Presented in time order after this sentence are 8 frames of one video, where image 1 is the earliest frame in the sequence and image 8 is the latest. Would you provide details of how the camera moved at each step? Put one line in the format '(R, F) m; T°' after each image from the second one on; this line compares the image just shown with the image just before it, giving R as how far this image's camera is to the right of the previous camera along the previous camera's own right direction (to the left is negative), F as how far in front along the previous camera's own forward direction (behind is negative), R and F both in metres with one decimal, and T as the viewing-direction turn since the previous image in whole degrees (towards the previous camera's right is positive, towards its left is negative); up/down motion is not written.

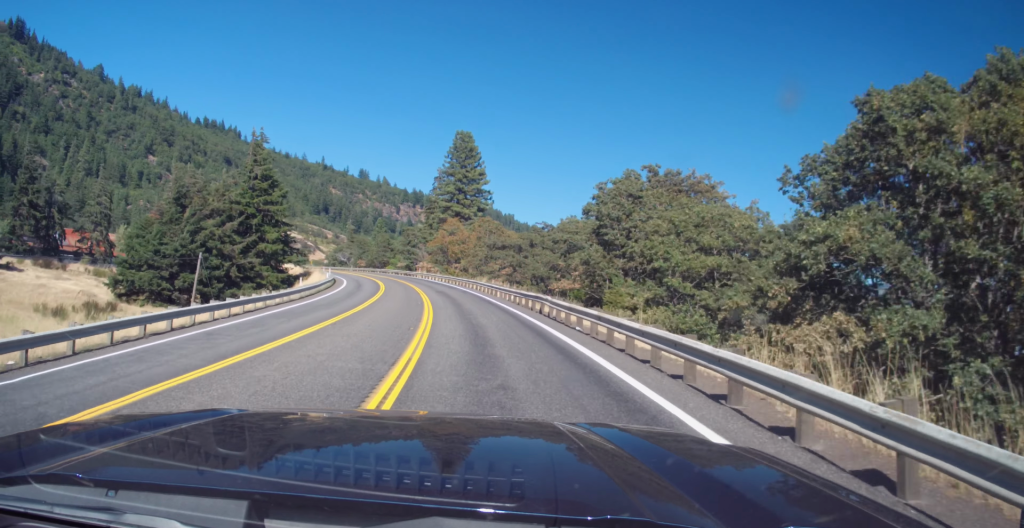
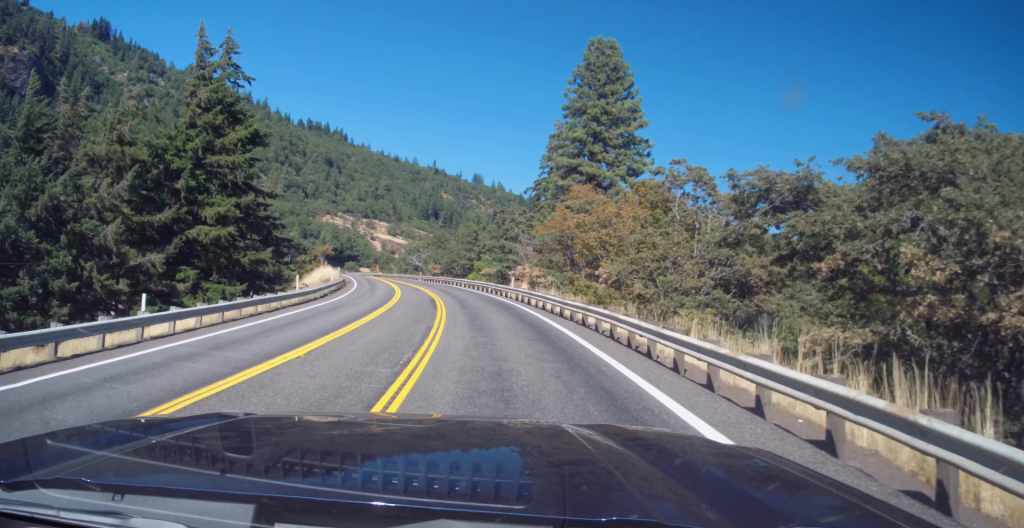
(-10.6, +43.6) m; -20°
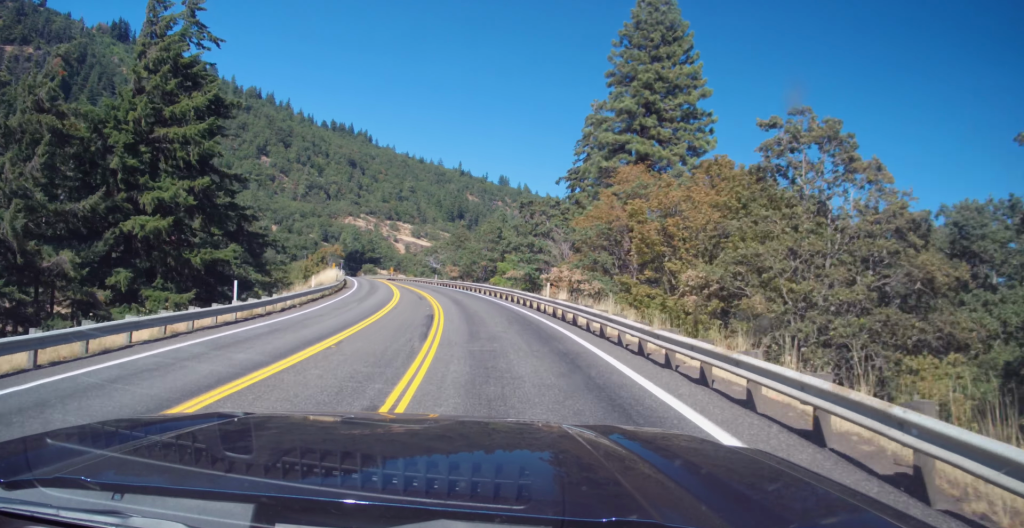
(0.0, +10.9) m; 0°
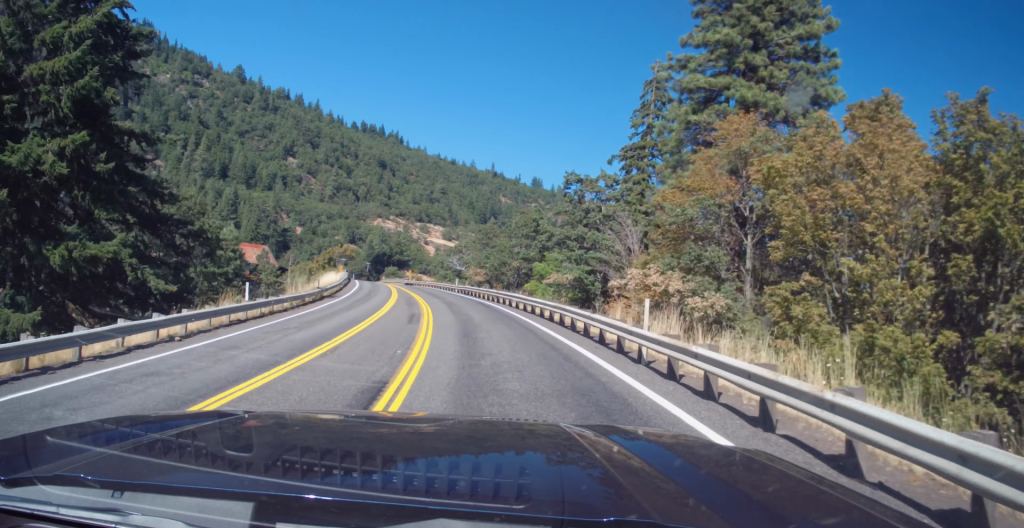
(0.0, +13.8) m; 0°
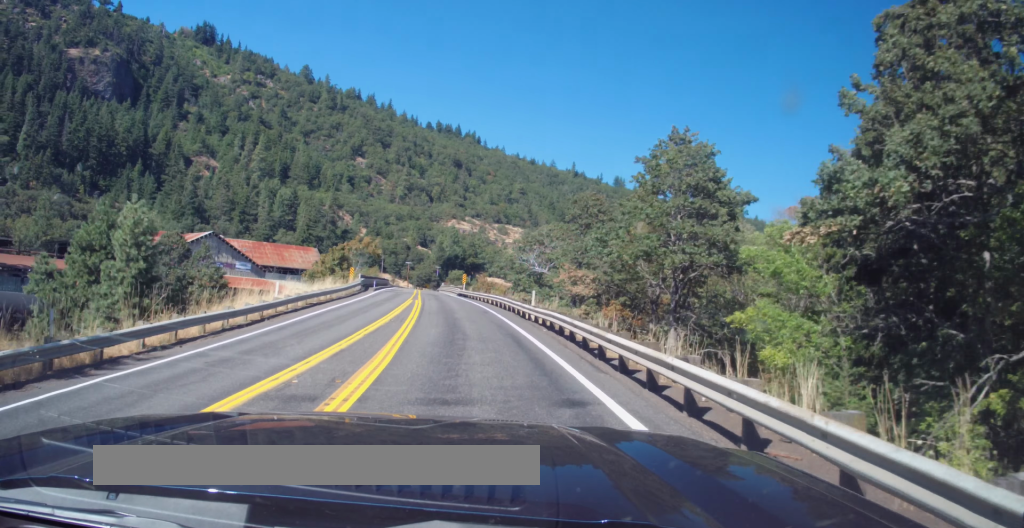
(0.0, +31.2) m; 0°
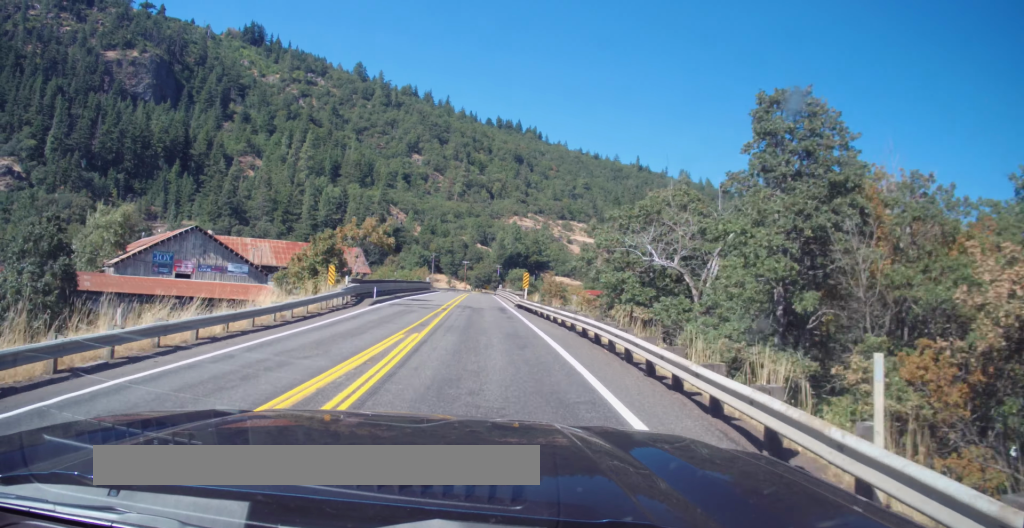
(0.0, +22.5) m; 0°
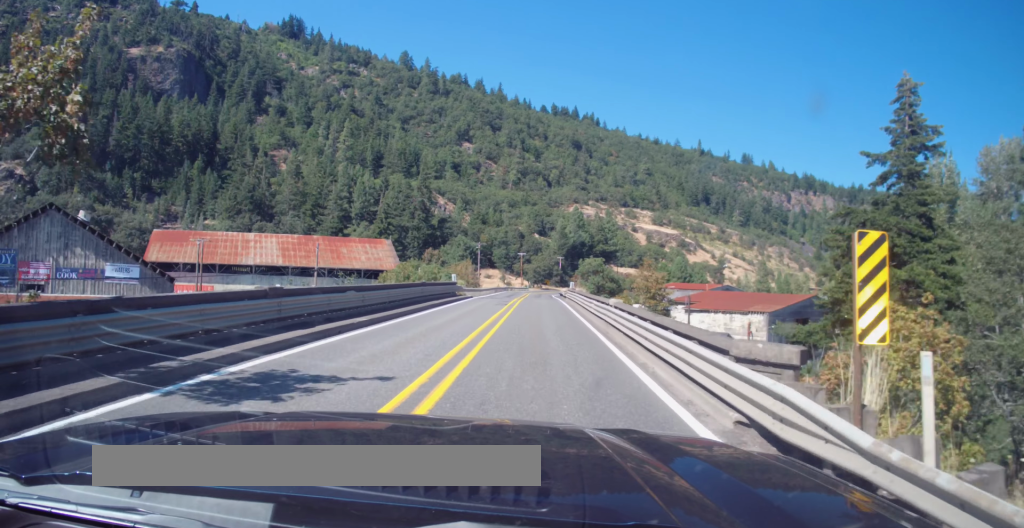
(0.0, +32.0) m; 0°
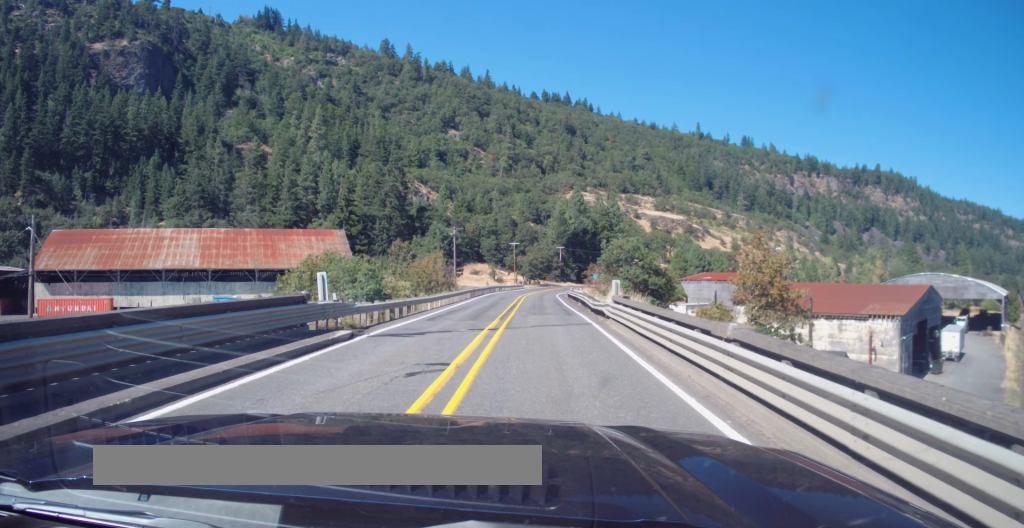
(0.0, +31.8) m; 0°
